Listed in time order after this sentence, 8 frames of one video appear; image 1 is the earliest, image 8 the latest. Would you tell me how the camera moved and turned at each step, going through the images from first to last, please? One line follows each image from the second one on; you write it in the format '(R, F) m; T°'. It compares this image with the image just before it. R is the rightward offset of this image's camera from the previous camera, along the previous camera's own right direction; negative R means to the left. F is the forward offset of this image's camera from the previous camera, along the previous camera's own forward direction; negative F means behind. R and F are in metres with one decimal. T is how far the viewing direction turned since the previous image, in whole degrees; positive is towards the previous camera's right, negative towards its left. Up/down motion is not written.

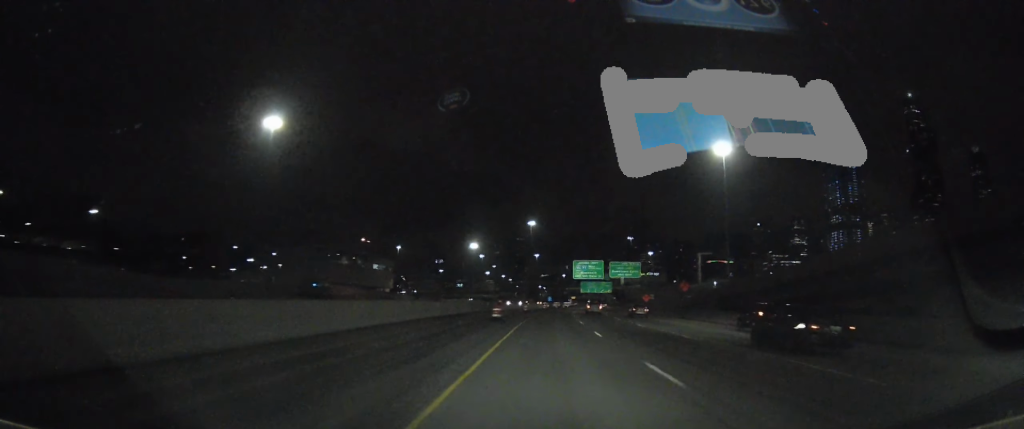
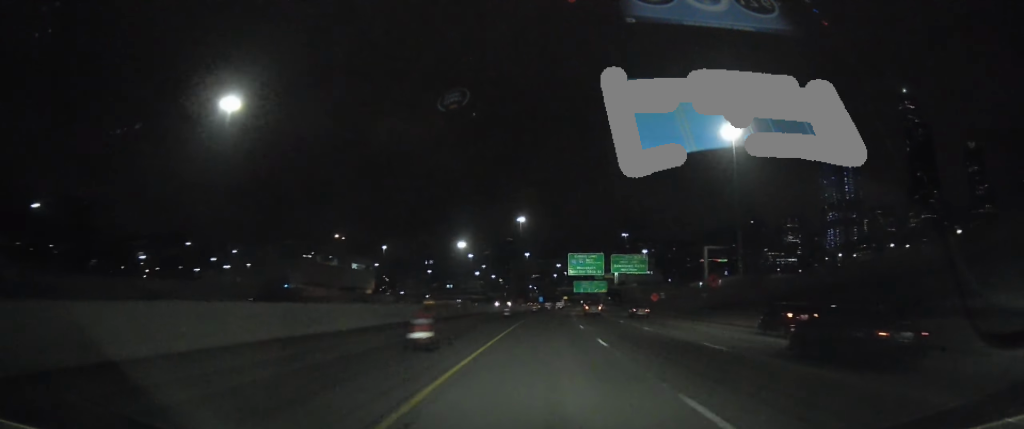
(+0.1, +16.7) m; +1°
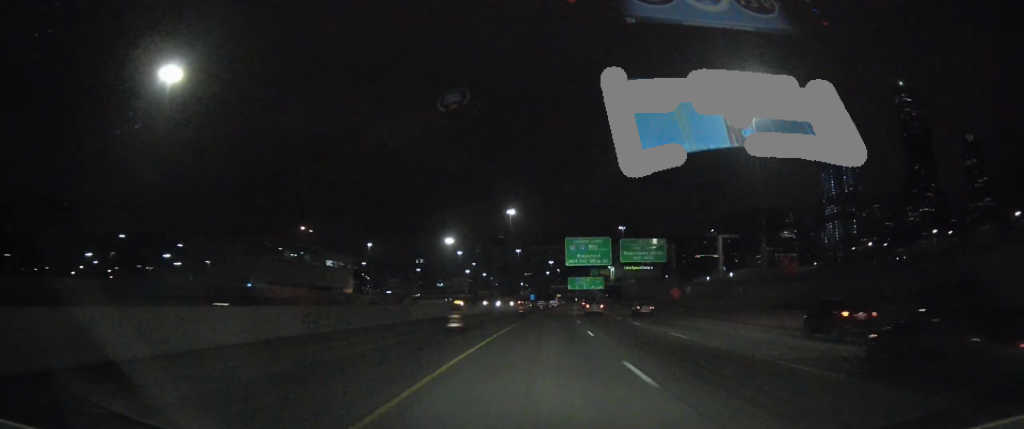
(+0.2, +20.3) m; +1°
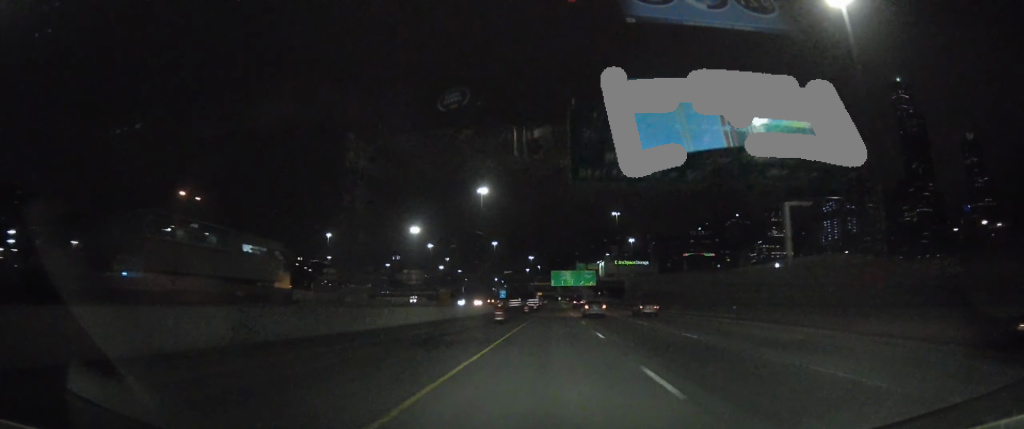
(+1.2, +50.1) m; +2°
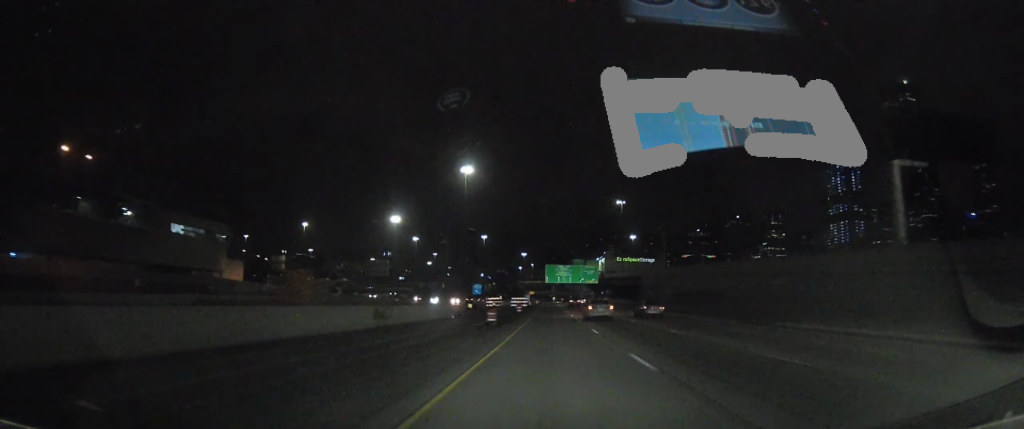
(+0.2, +33.7) m; +1°
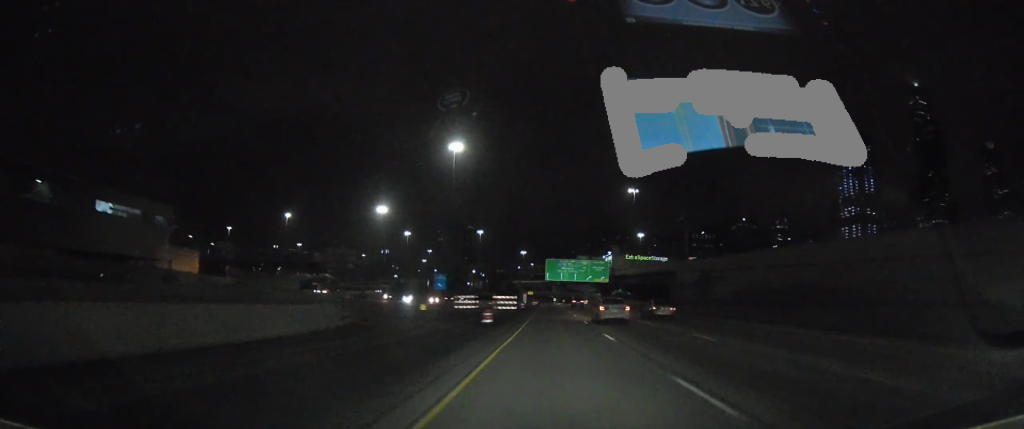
(+0.1, +28.7) m; 0°
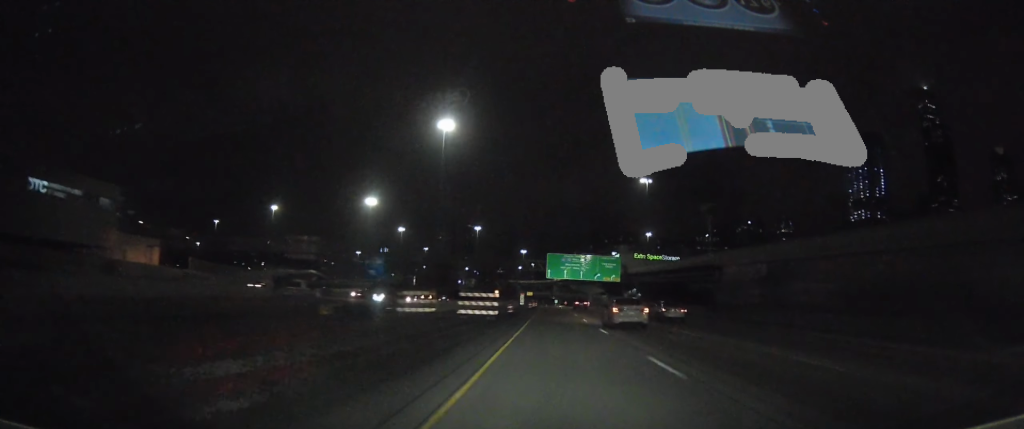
(+0.4, +21.2) m; 0°
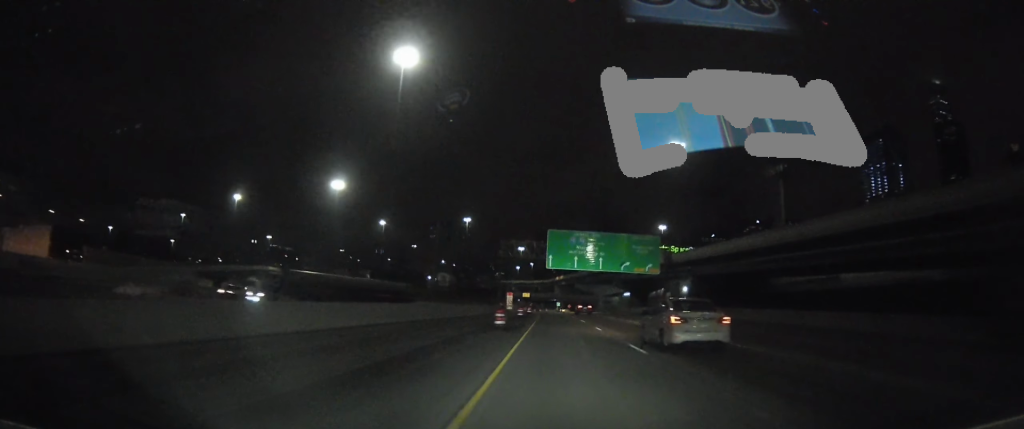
(-0.6, +43.9) m; -1°
